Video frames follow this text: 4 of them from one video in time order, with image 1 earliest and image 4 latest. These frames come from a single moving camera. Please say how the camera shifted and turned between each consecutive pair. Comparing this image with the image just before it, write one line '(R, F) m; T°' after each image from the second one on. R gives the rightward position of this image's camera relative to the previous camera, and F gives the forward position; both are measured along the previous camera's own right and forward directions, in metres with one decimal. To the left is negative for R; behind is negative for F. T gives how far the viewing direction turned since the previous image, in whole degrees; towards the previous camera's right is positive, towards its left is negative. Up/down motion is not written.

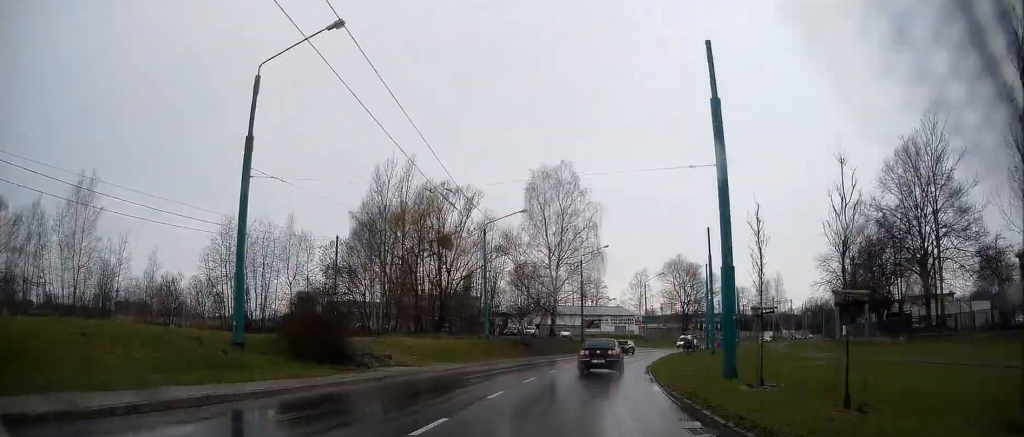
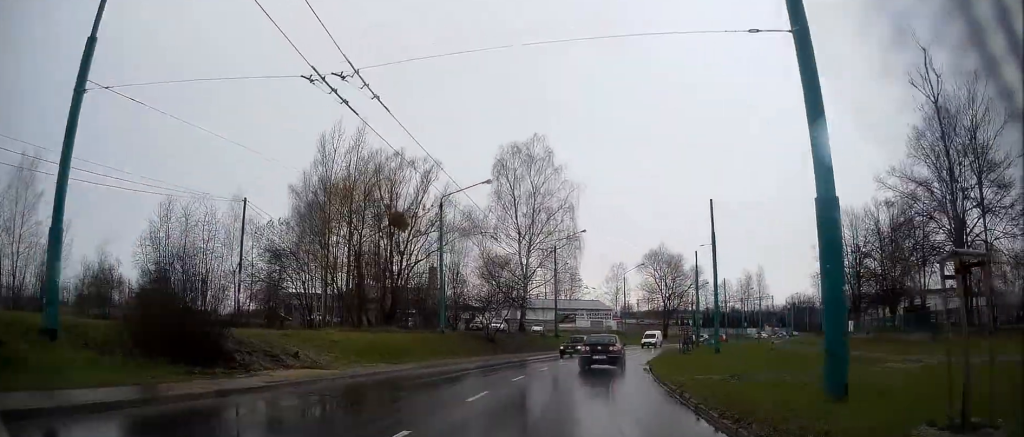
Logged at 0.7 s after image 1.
(+0.2, +8.2) m; +3°
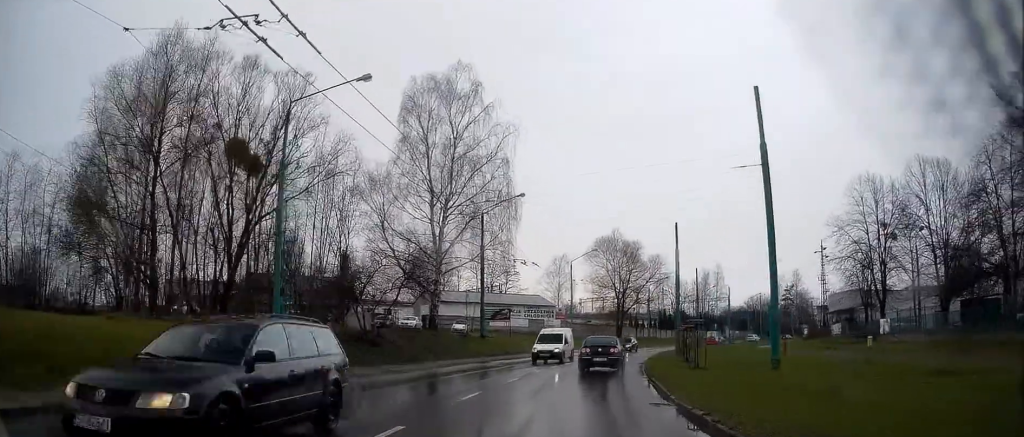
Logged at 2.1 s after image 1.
(+1.0, +17.8) m; +5°
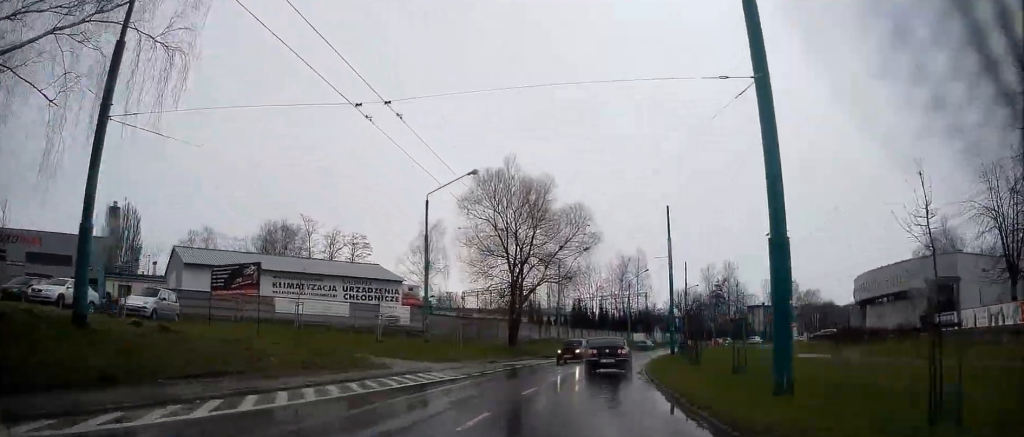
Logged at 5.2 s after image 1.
(+4.0, +36.1) m; +12°
